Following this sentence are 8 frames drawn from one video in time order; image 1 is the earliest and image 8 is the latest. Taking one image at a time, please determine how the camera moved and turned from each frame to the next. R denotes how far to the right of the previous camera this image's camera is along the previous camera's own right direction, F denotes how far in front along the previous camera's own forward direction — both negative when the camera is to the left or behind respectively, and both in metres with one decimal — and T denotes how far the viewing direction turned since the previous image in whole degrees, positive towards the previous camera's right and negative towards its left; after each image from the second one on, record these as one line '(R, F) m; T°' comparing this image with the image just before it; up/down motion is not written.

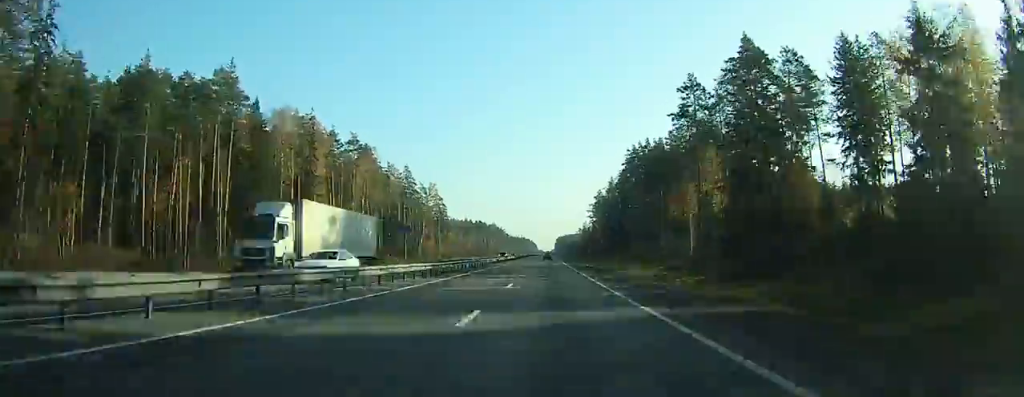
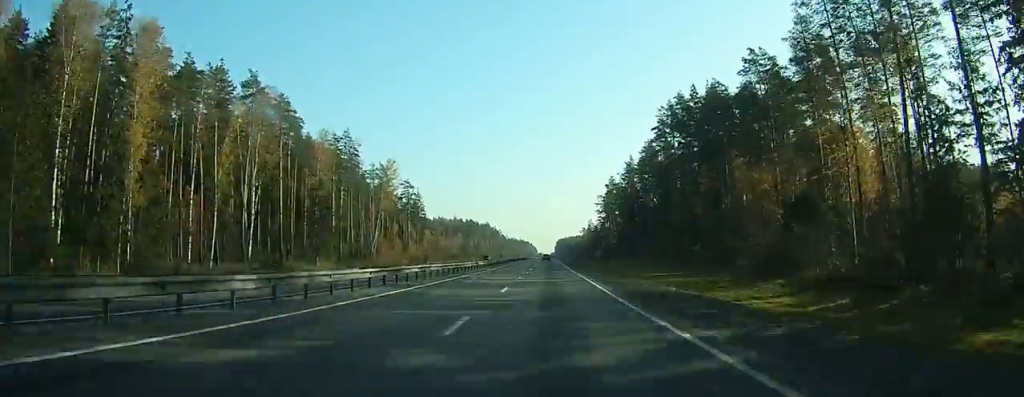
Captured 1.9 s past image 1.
(-0.1, +47.3) m; 0°
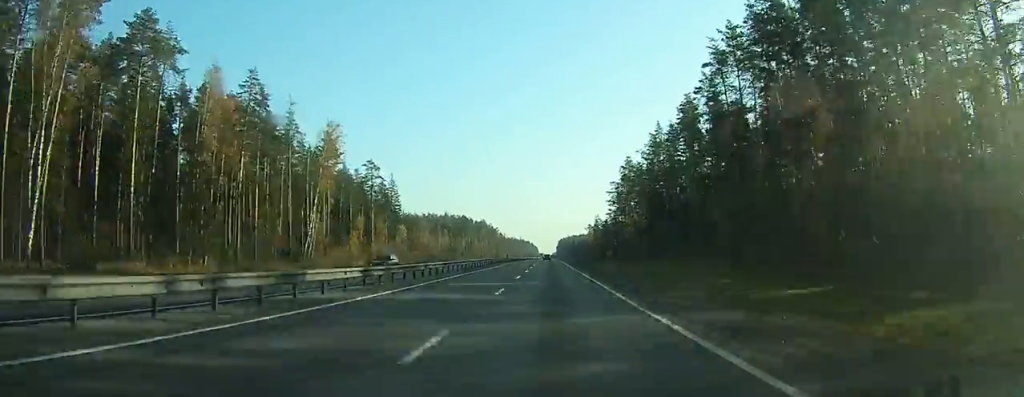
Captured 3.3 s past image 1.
(0.0, +35.7) m; 0°
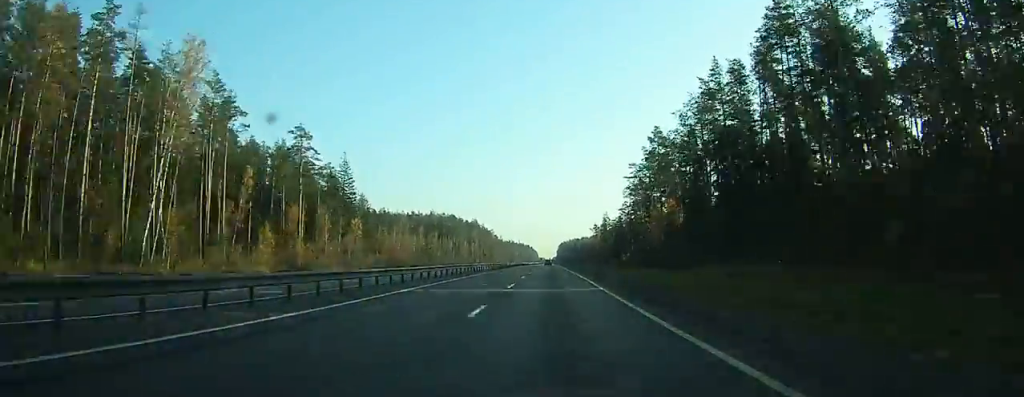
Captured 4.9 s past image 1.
(0.0, +36.9) m; -2°
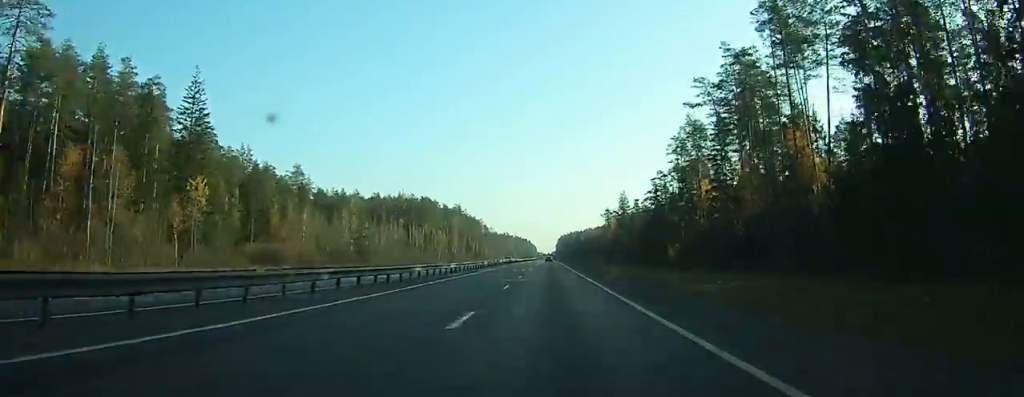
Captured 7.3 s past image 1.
(-2.5, +51.5) m; -1°
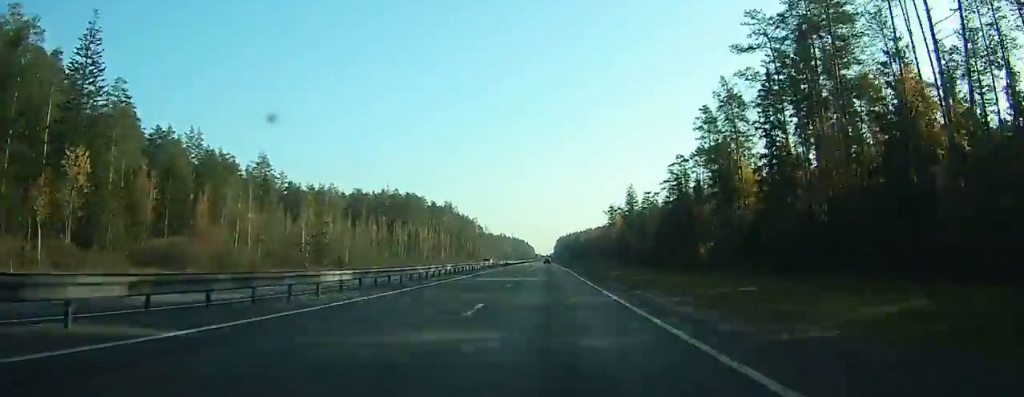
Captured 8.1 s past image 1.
(+0.2, +18.7) m; +1°
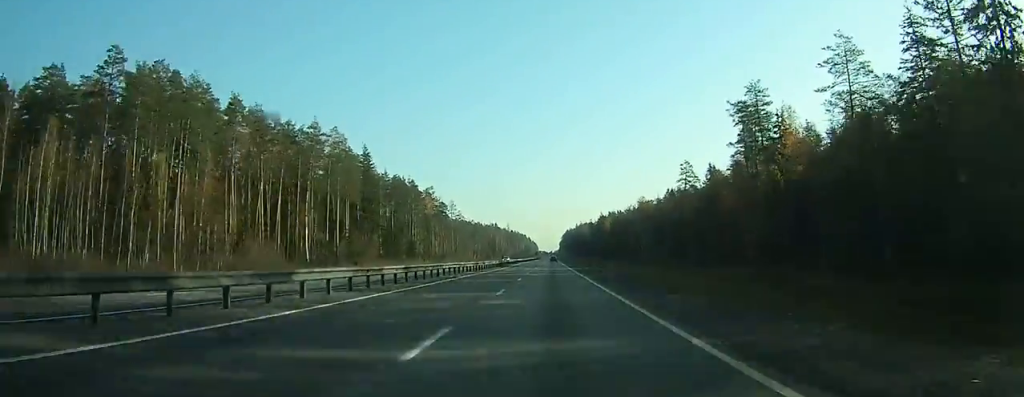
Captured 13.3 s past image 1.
(+10.7, +153.7) m; +3°
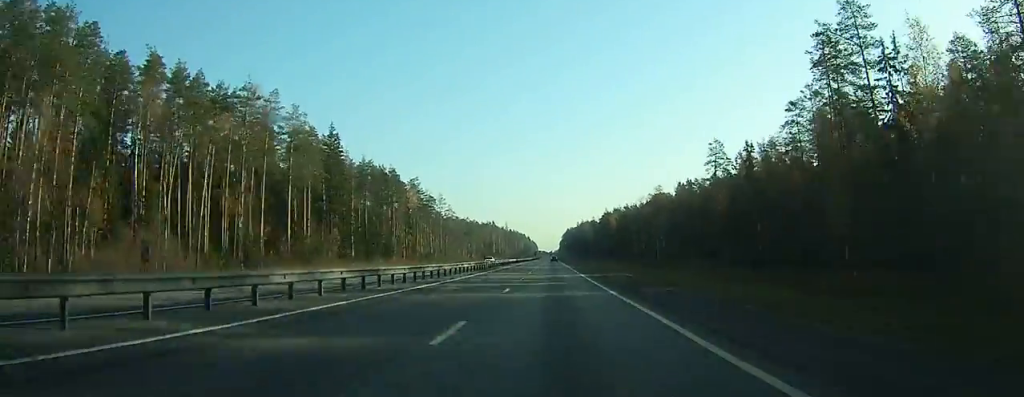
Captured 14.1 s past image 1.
(-0.2, +27.8) m; 0°
